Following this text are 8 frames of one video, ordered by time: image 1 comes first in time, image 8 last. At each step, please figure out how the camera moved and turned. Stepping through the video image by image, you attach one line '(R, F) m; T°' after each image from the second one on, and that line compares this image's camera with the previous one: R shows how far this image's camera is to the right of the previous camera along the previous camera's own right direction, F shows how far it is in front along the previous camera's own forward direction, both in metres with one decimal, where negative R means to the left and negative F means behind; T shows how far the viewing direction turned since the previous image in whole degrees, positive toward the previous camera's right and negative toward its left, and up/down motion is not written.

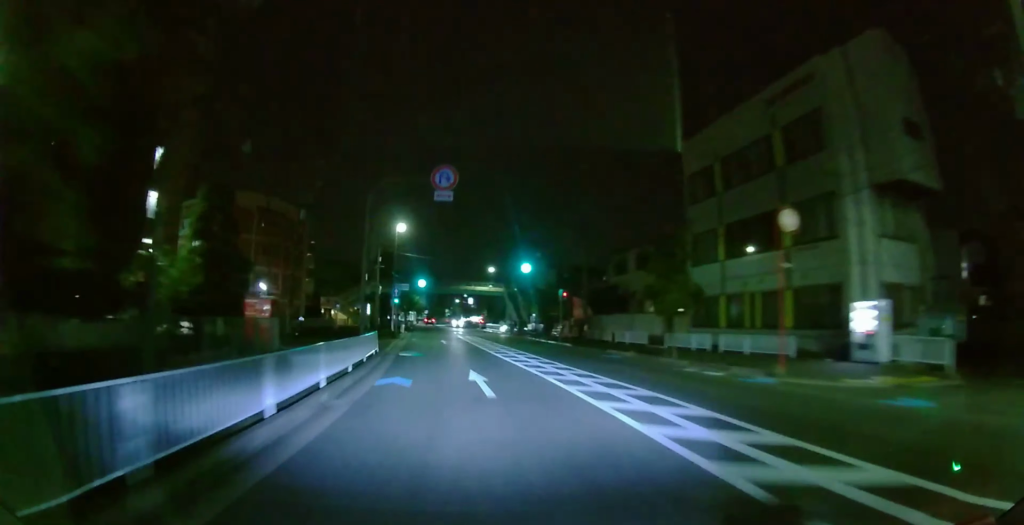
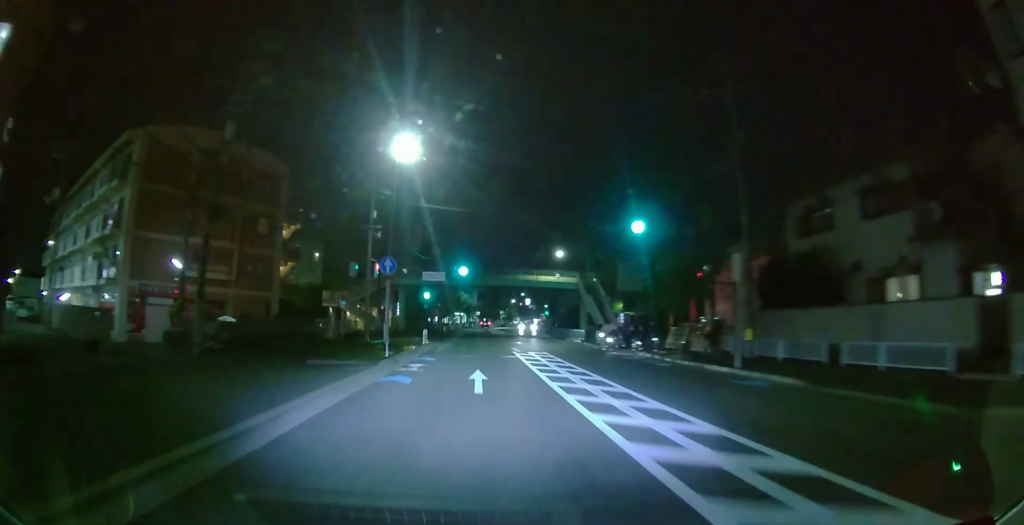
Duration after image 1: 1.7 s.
(-1.3, +18.9) m; -8°
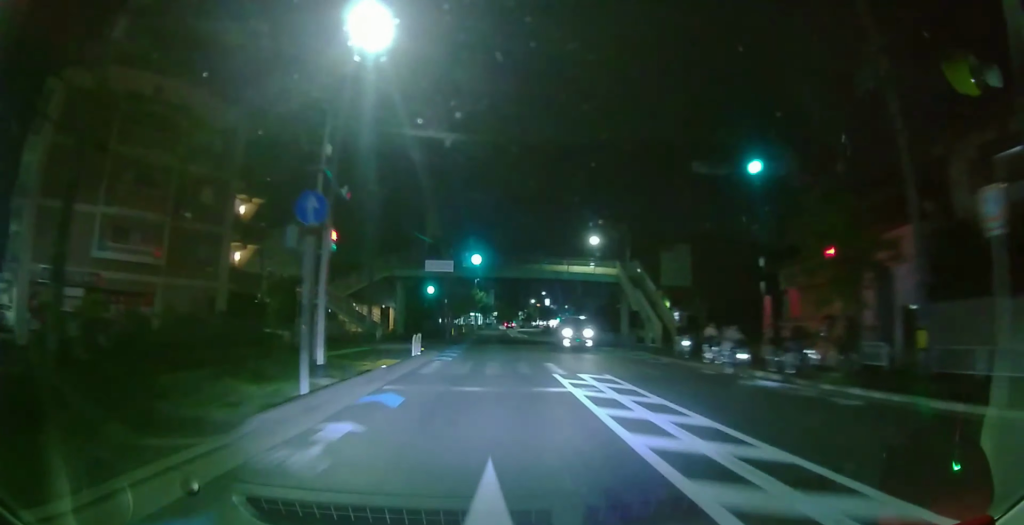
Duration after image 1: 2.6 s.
(-0.2, +9.2) m; -1°
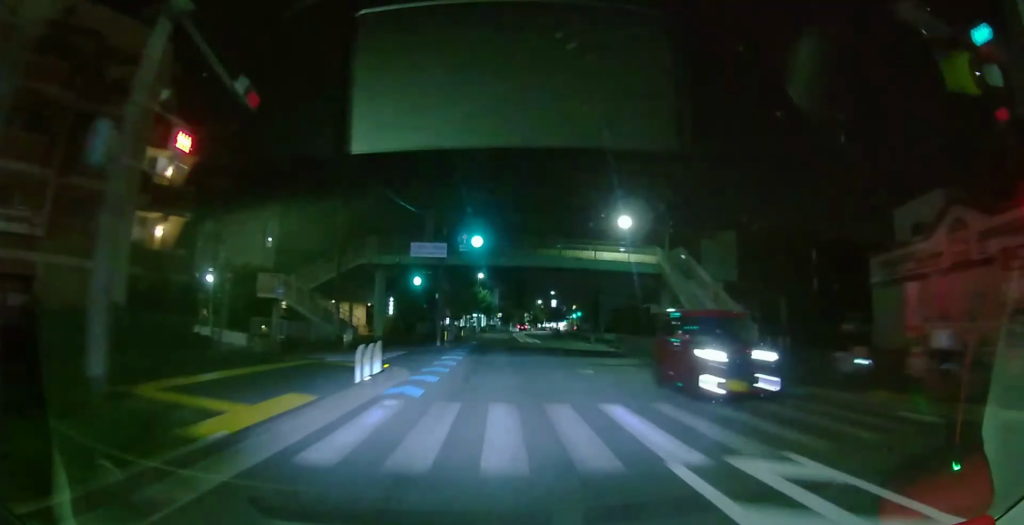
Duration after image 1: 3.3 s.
(0.0, +8.6) m; 0°
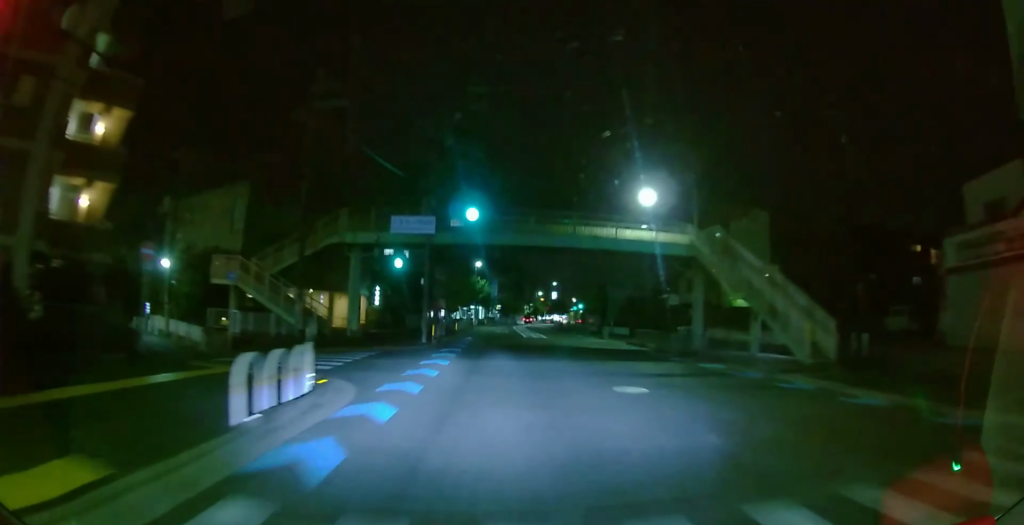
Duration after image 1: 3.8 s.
(0.0, +5.7) m; 0°
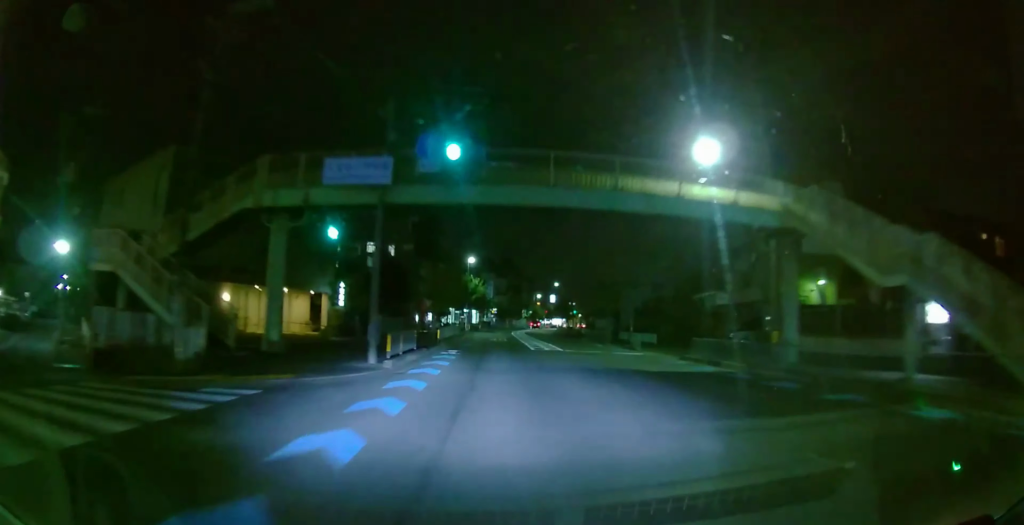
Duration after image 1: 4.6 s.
(0.0, +9.3) m; 0°
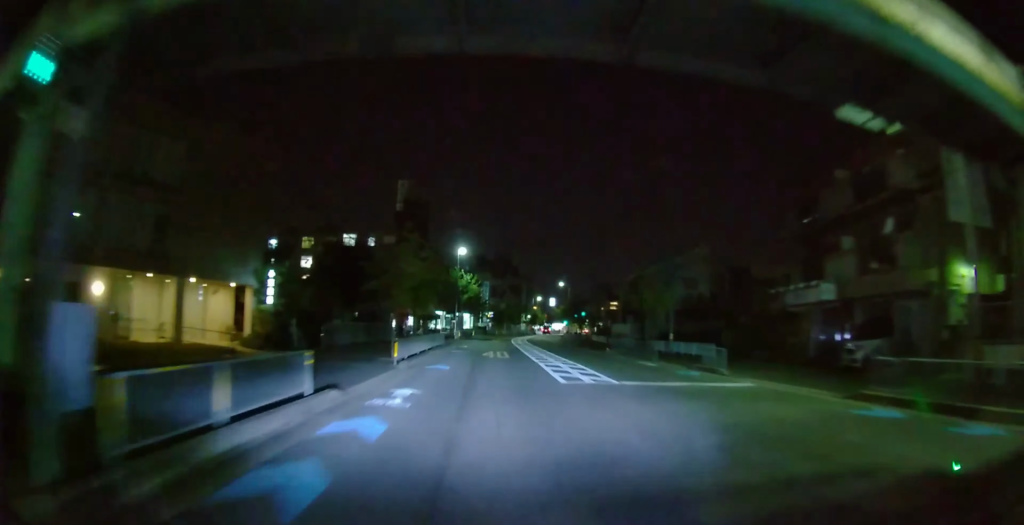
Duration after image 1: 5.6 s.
(0.0, +11.0) m; 0°
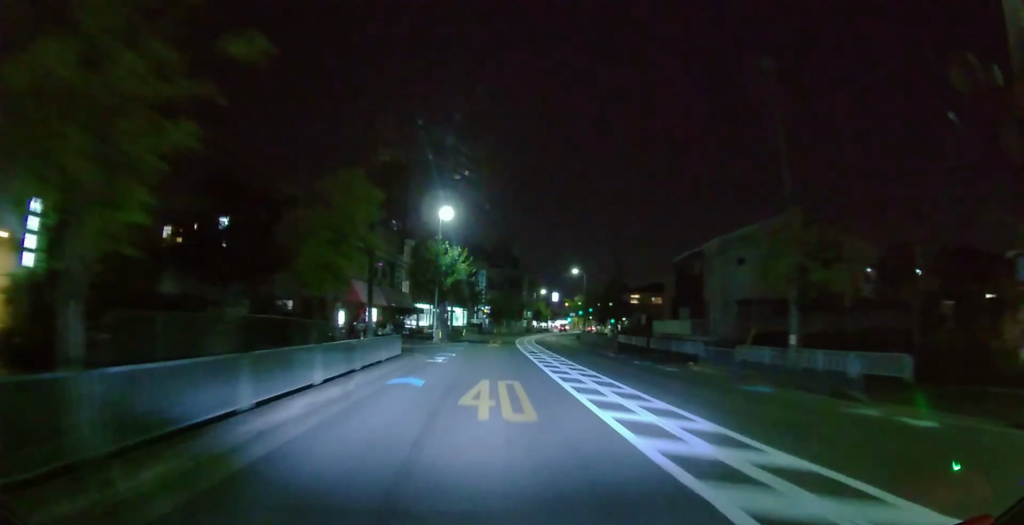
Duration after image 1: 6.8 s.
(0.0, +15.0) m; -1°
